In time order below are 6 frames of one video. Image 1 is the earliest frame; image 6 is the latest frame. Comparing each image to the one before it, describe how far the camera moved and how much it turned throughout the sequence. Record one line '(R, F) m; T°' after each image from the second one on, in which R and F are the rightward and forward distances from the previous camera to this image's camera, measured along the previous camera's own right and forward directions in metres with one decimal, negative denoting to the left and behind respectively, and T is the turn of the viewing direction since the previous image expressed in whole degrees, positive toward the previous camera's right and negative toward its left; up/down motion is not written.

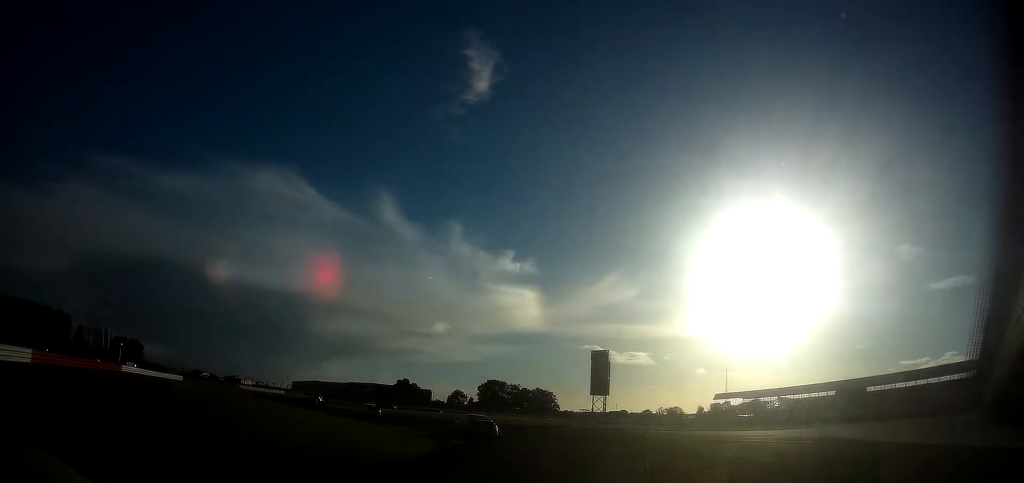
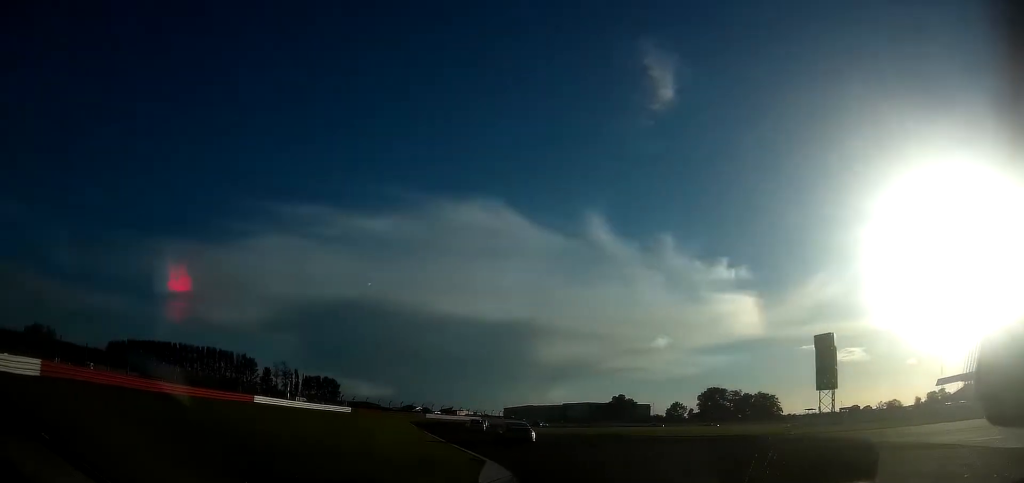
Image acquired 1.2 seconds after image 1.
(-3.0, +19.1) m; -16°
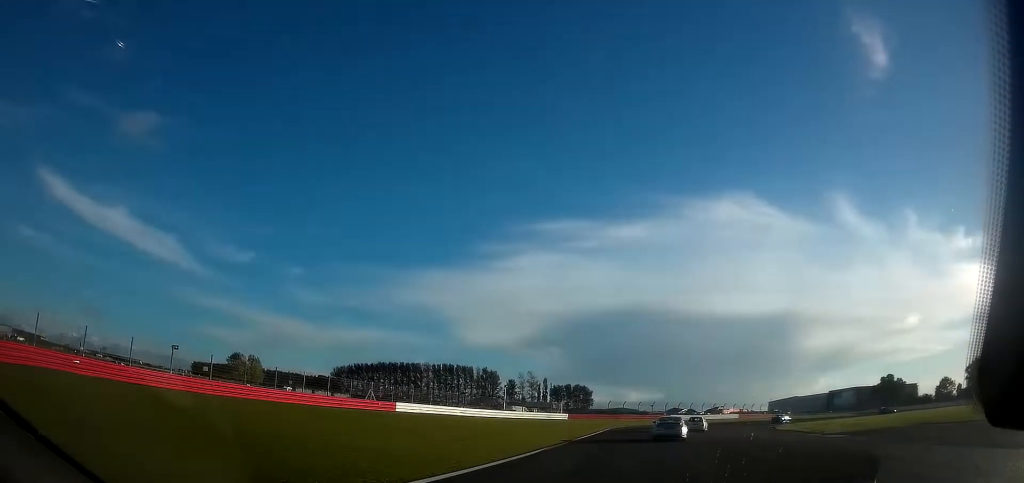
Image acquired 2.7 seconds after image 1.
(-3.6, +26.4) m; -14°
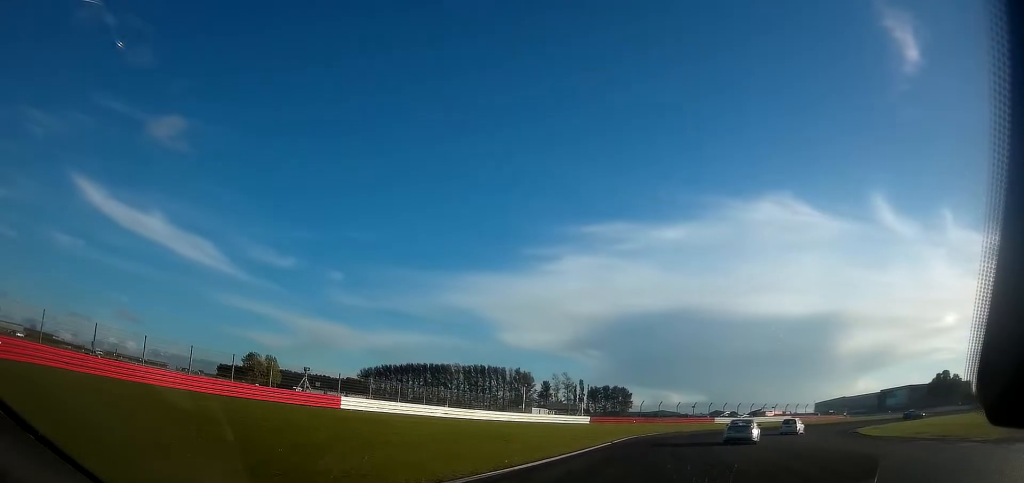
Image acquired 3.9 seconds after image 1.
(-1.2, +17.8) m; -4°
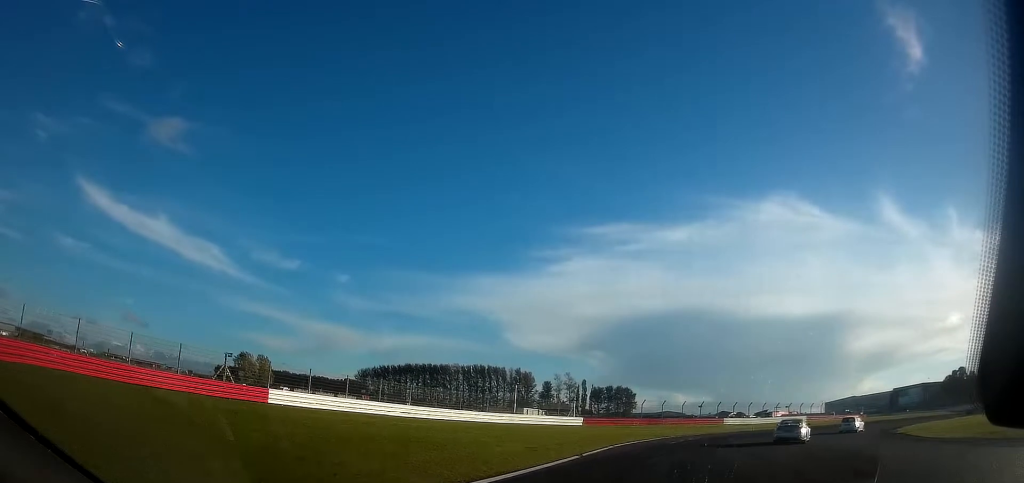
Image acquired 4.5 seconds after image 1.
(-0.1, +9.5) m; +1°
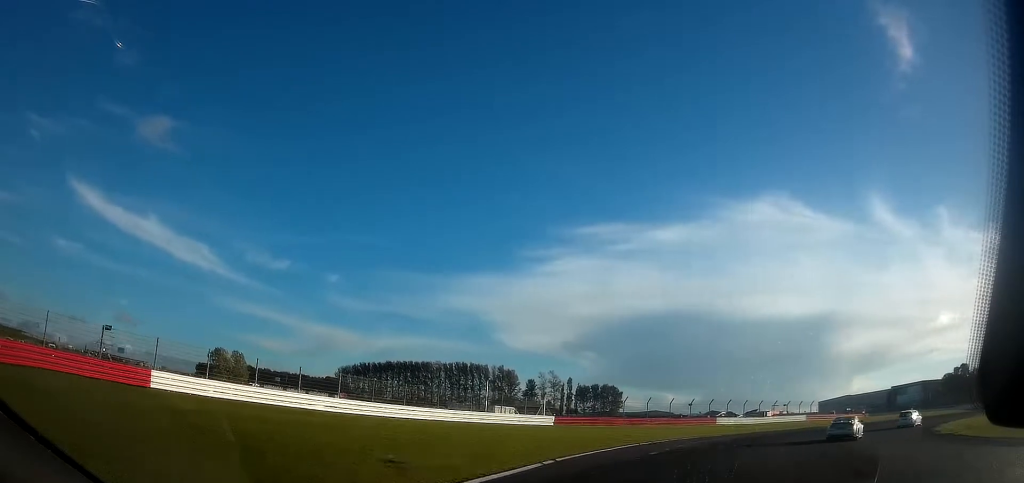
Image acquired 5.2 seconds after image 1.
(0.0, +9.9) m; +4°
